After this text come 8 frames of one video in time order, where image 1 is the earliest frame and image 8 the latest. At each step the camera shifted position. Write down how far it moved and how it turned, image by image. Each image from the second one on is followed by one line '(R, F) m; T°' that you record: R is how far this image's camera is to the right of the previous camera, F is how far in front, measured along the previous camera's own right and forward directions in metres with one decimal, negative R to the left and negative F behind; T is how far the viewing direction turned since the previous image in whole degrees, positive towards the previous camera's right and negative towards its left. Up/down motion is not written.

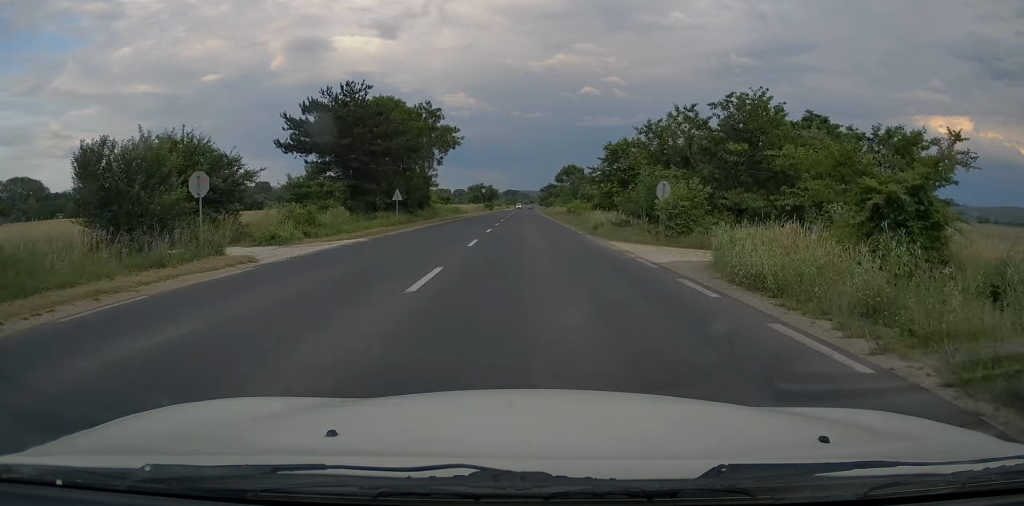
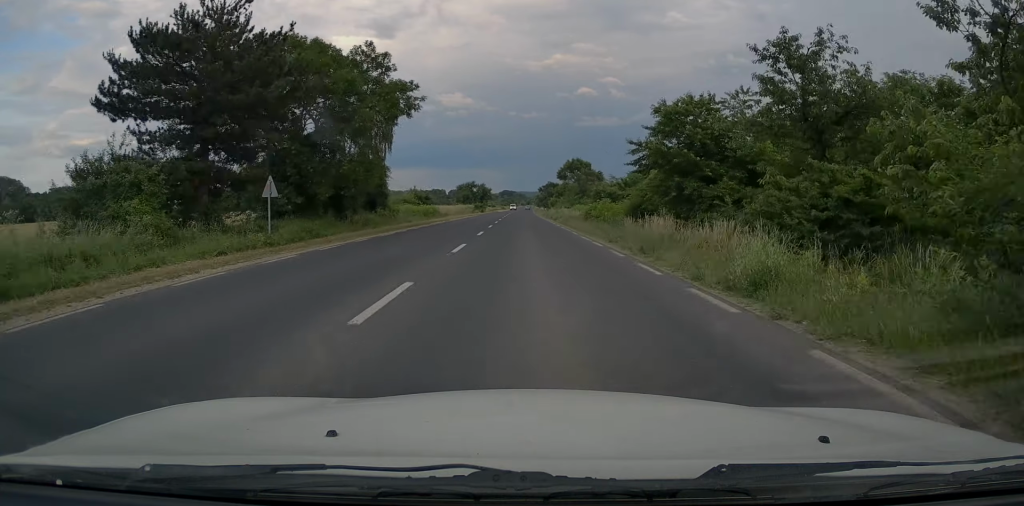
(+0.2, +20.0) m; 0°
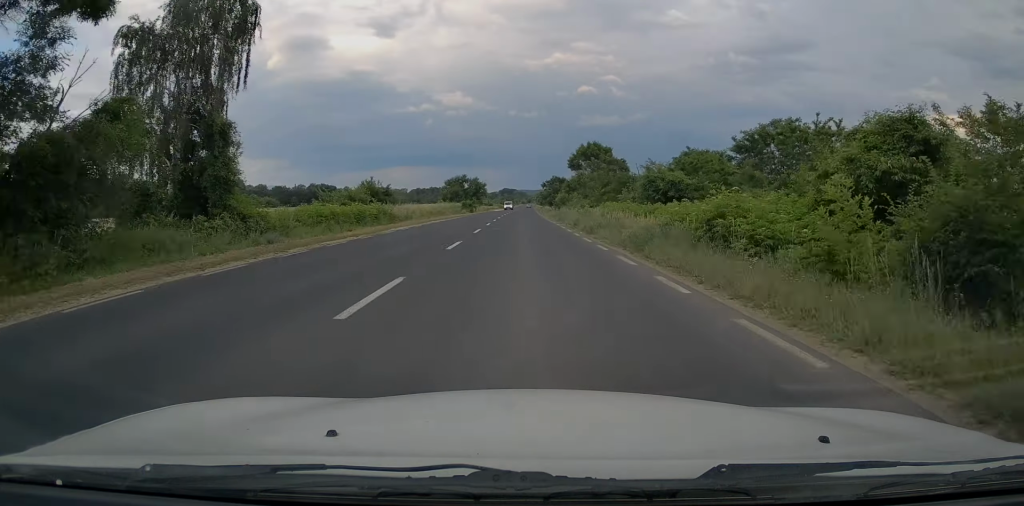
(-0.1, +26.2) m; 0°
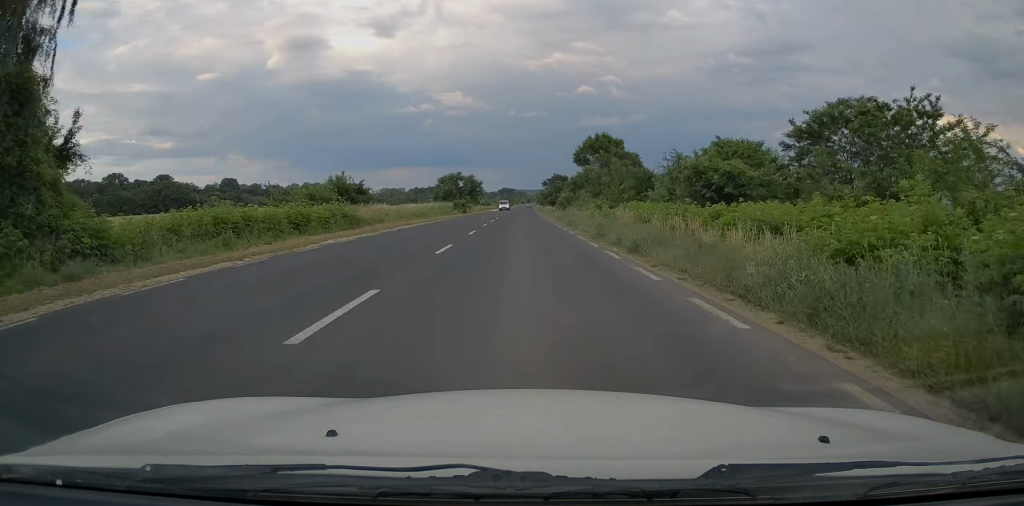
(0.0, +10.3) m; 0°
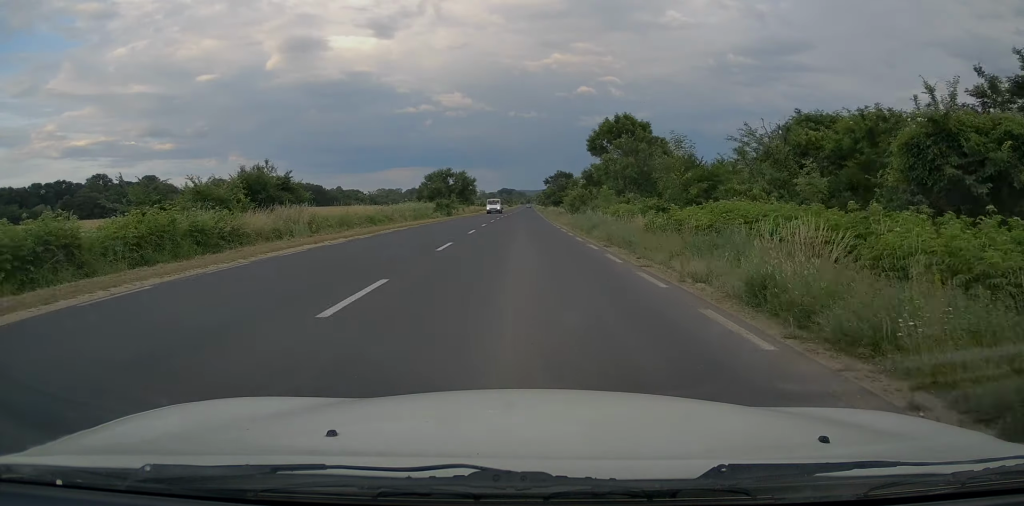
(+0.3, +16.6) m; 0°
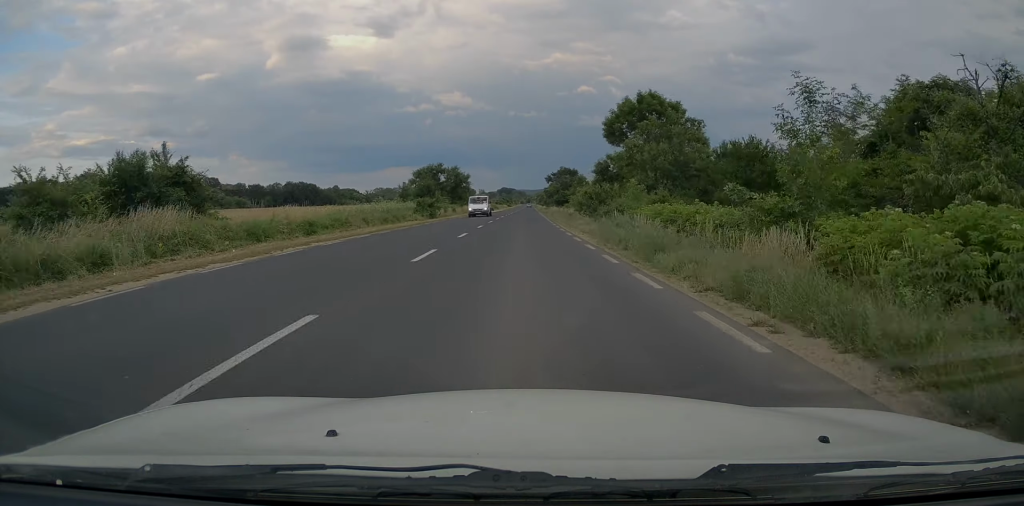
(-0.1, +11.9) m; 0°
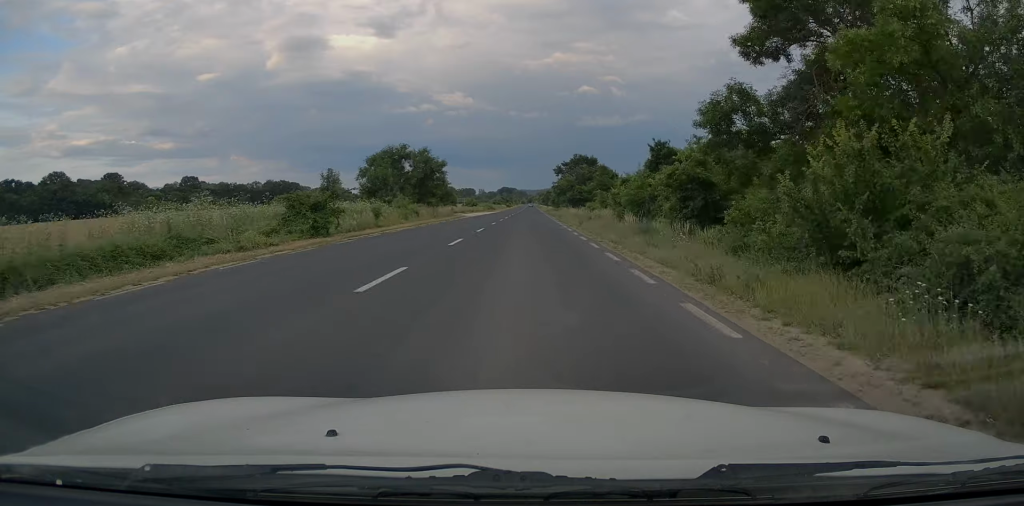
(0.0, +31.0) m; +1°
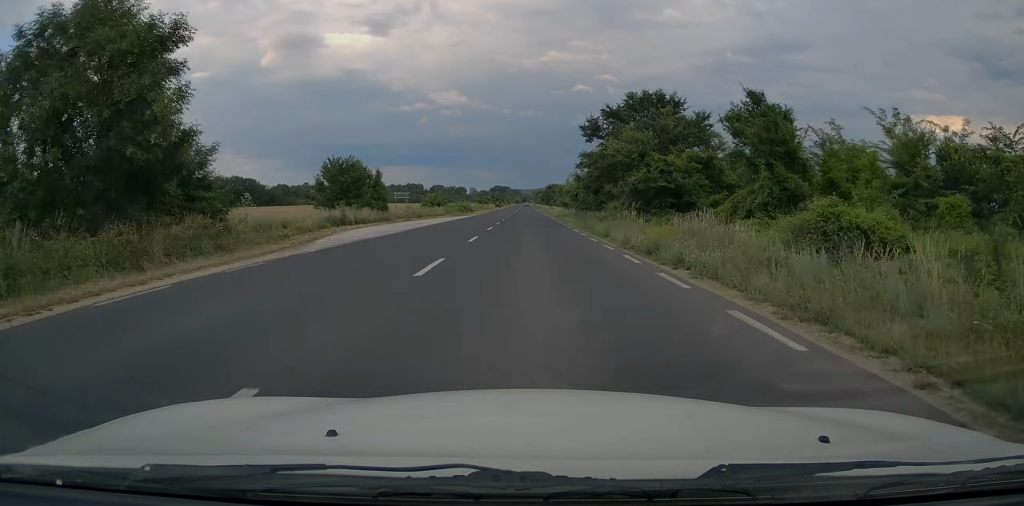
(-0.4, +51.6) m; -1°
